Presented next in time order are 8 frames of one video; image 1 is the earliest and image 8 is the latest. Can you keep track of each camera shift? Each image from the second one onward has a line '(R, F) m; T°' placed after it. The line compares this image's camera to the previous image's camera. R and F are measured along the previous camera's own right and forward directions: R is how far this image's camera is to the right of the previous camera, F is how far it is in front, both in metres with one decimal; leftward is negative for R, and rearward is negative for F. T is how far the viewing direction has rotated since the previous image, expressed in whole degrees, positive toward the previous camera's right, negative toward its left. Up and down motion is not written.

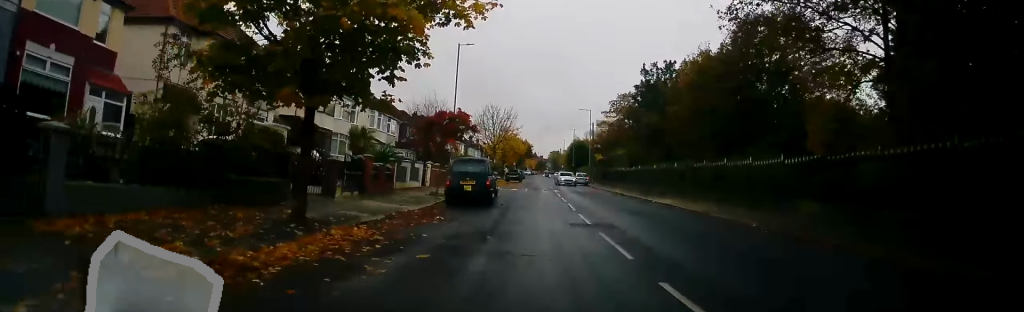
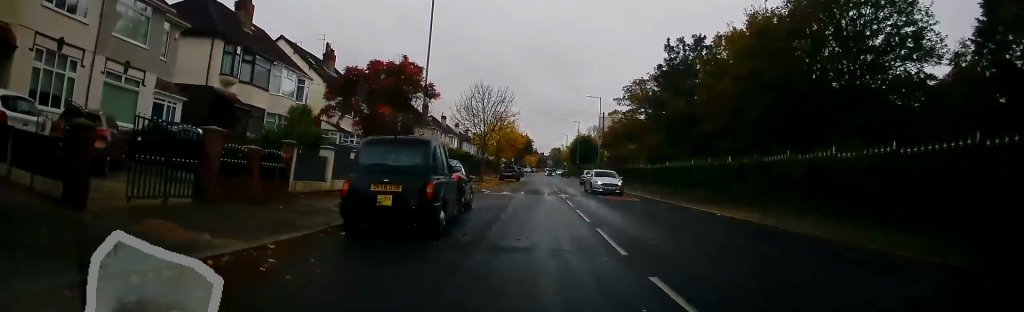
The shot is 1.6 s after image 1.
(+0.1, +11.7) m; +3°
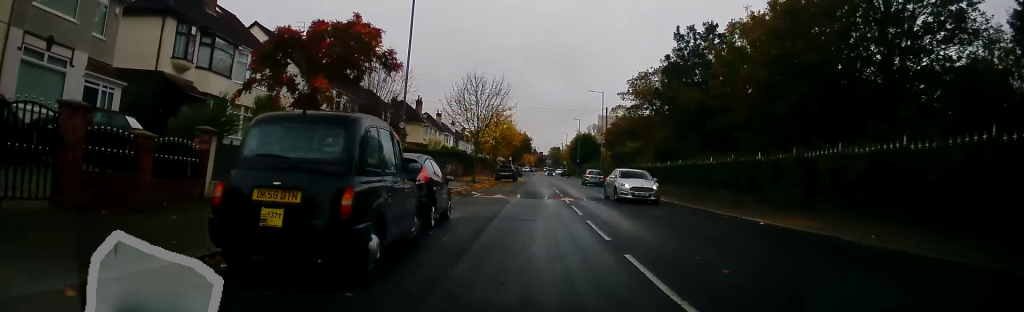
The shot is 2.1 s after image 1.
(0.0, +4.3) m; 0°
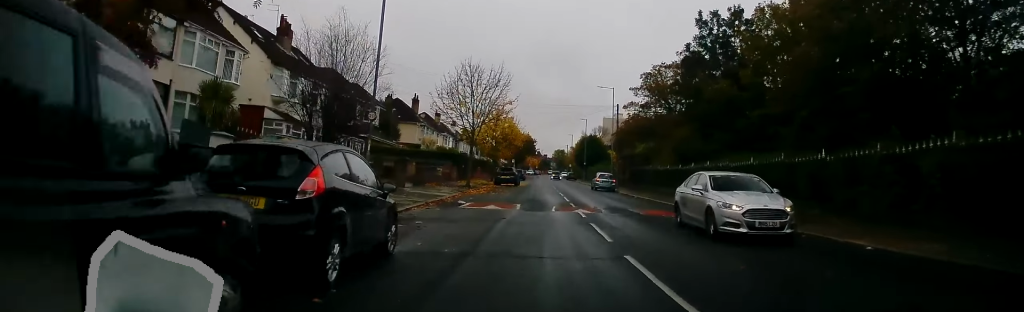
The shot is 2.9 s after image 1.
(0.0, +5.7) m; 0°
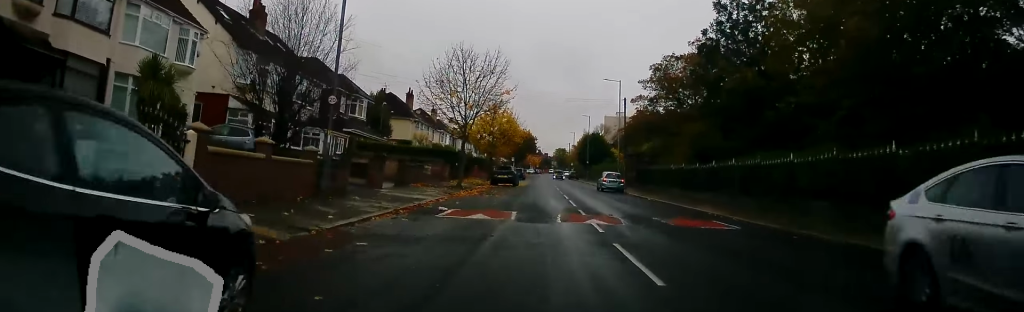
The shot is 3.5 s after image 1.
(0.0, +4.5) m; 0°
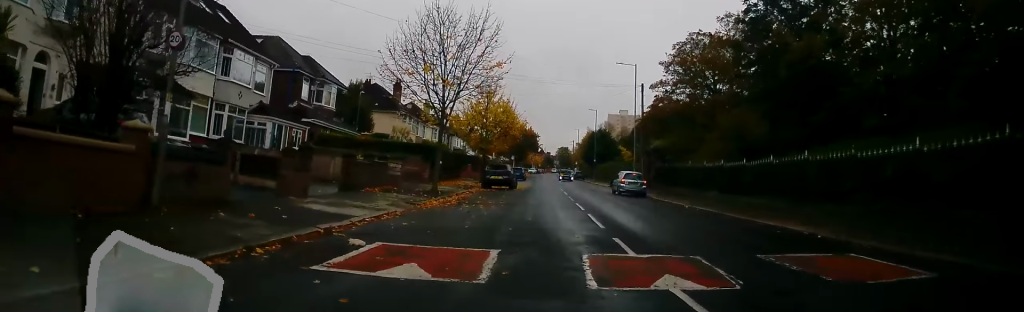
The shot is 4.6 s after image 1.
(0.0, +8.3) m; -2°
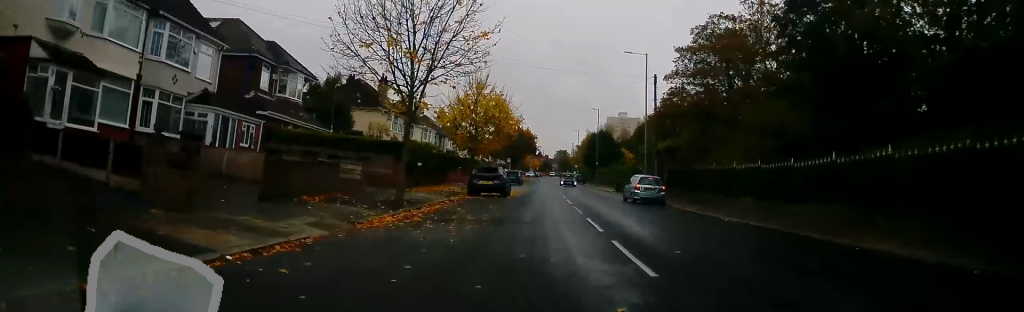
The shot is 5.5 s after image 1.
(-0.2, +6.0) m; -1°
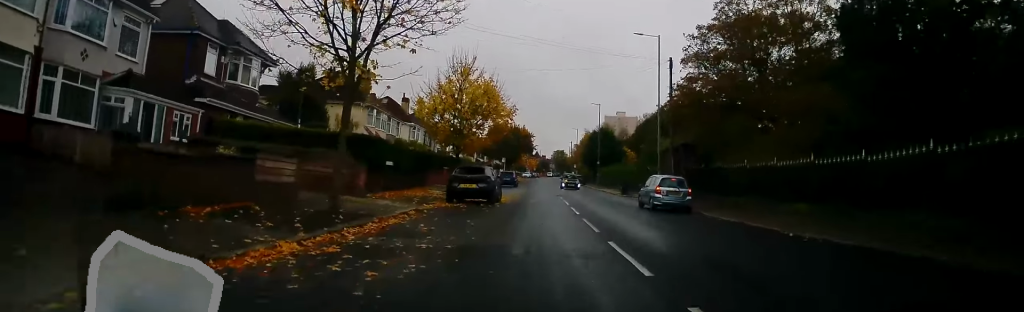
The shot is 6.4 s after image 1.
(0.0, +6.0) m; +1°
